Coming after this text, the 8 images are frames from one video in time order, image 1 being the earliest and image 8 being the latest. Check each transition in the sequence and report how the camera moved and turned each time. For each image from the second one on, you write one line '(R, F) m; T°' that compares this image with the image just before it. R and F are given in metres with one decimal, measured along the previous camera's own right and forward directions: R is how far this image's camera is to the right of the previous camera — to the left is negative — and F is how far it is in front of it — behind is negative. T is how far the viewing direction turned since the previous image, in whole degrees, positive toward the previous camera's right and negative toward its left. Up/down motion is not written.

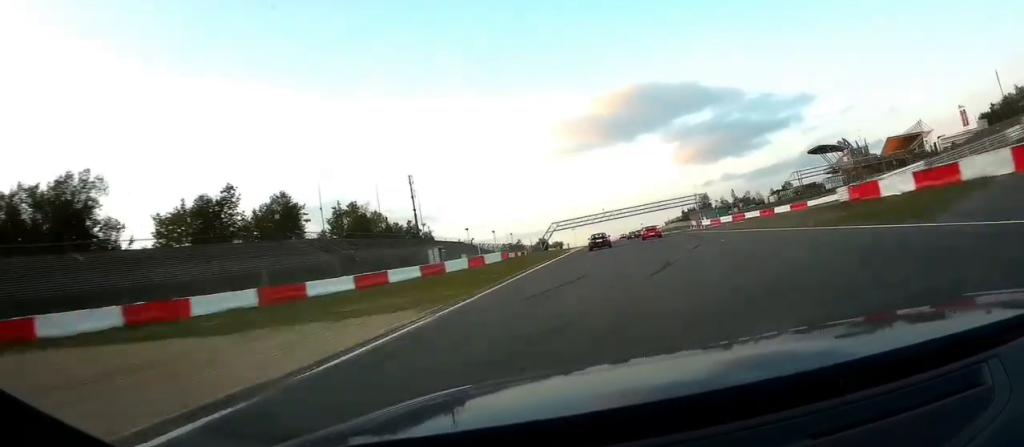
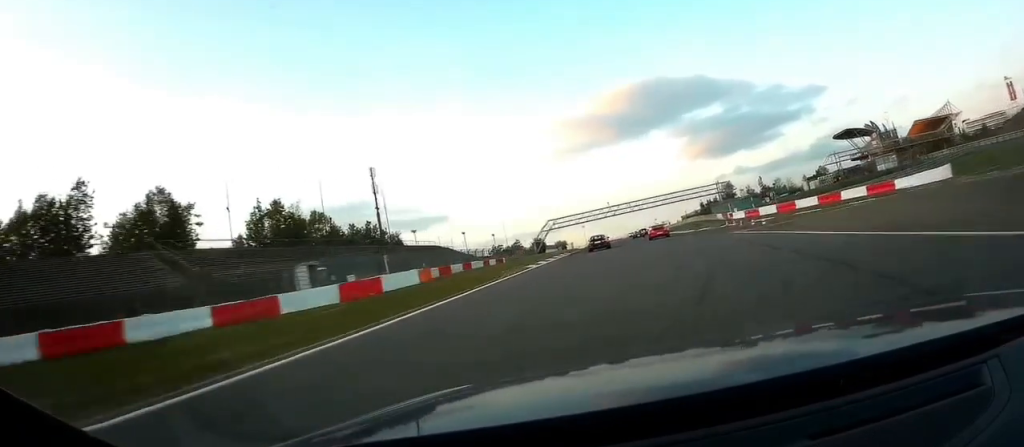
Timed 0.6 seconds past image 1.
(-0.3, +22.7) m; -1°
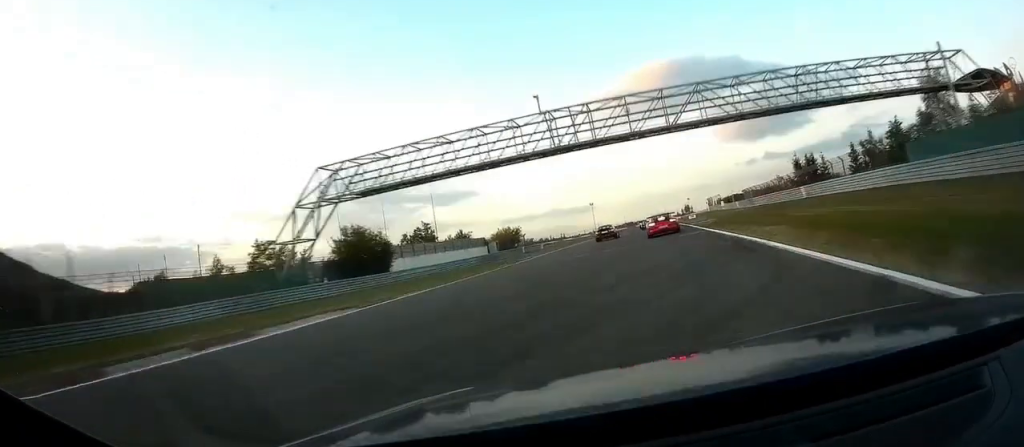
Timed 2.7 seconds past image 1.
(-1.6, +69.5) m; -3°
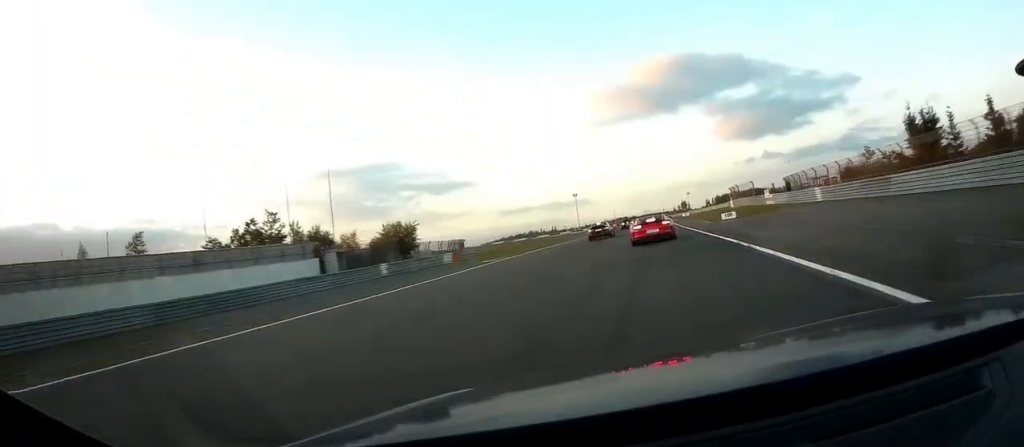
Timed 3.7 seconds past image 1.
(-0.3, +32.3) m; 0°
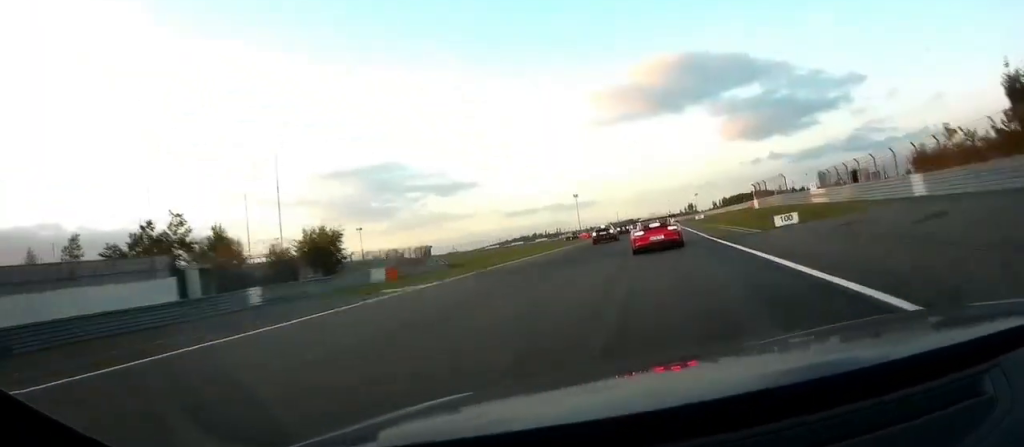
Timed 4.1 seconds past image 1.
(0.0, +13.4) m; 0°
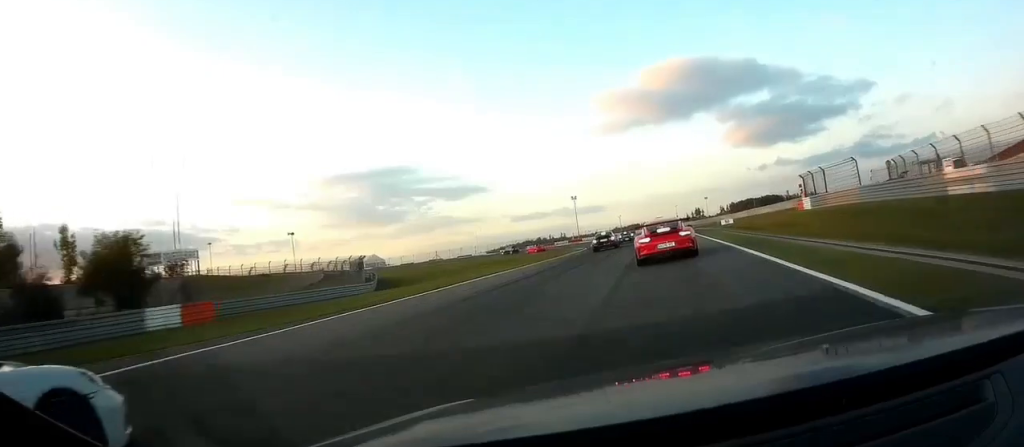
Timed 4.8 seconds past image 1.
(+0.2, +20.4) m; 0°
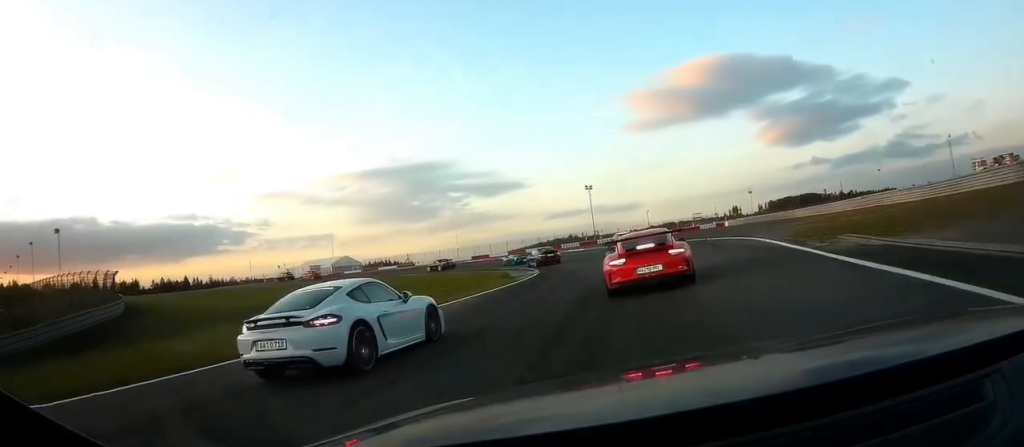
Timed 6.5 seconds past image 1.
(-0.3, +44.7) m; -3°
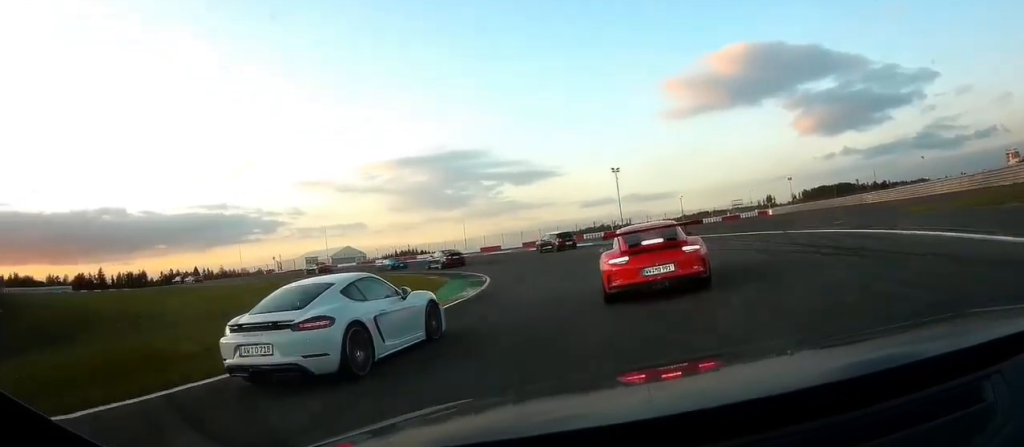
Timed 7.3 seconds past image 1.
(-0.6, +18.6) m; -6°
